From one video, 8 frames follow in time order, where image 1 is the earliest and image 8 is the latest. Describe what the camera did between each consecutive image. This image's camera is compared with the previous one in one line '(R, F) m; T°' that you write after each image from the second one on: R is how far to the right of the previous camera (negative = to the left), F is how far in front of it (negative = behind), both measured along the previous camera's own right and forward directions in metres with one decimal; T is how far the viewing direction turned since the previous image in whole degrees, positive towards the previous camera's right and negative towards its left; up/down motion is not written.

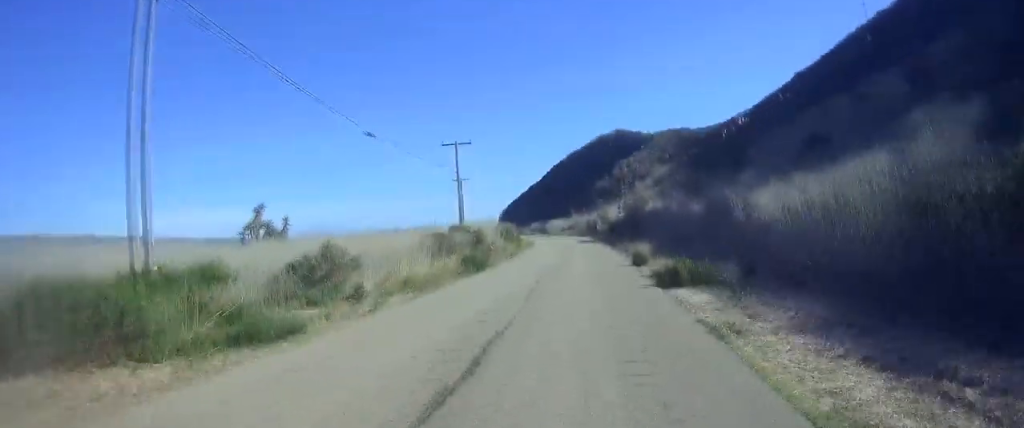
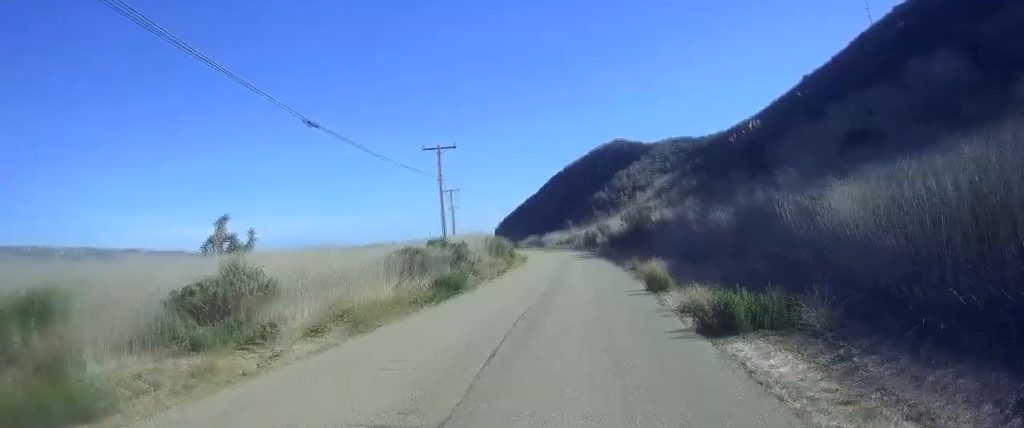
(0.0, +6.1) m; 0°
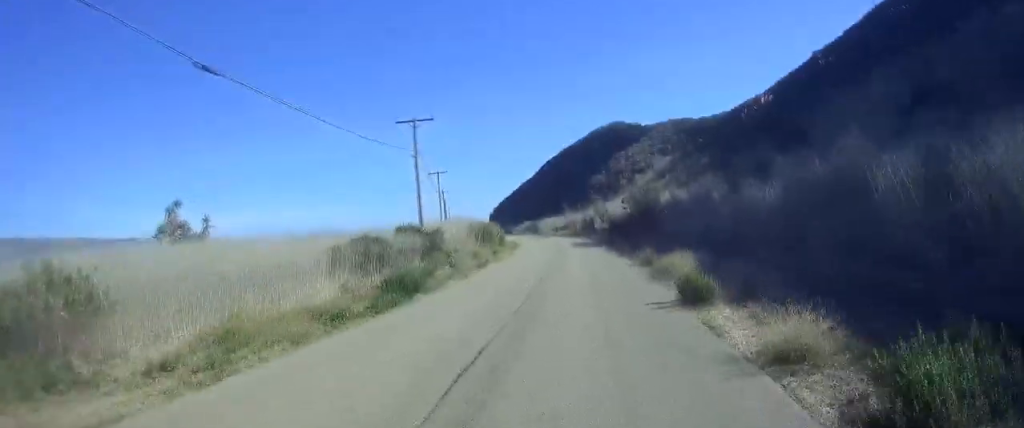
(0.0, +6.6) m; 0°
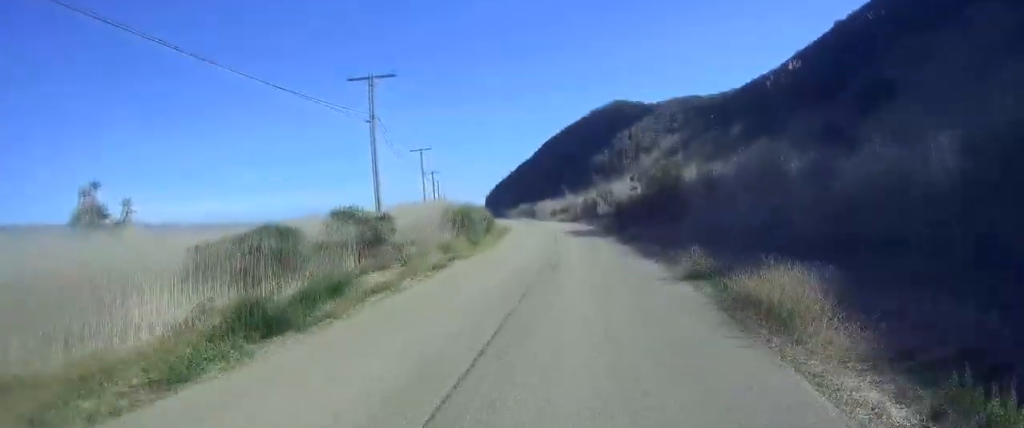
(0.0, +9.4) m; -2°
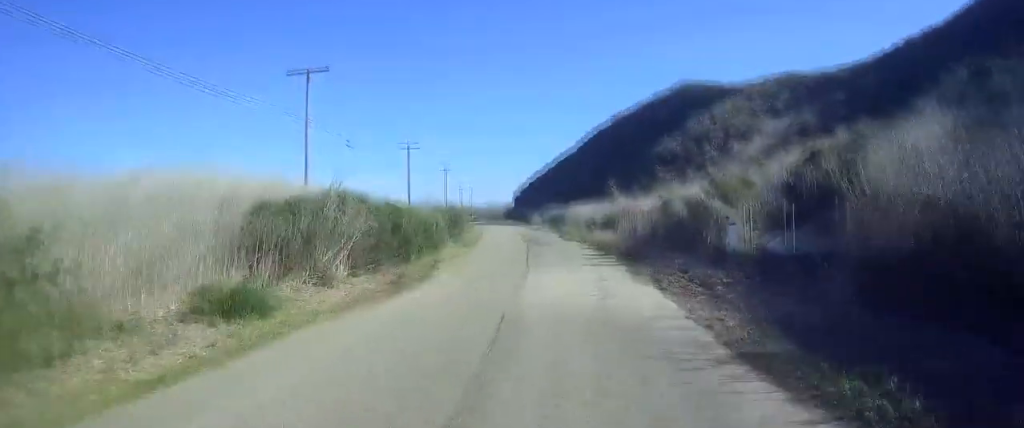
(-4.1, +43.0) m; -7°
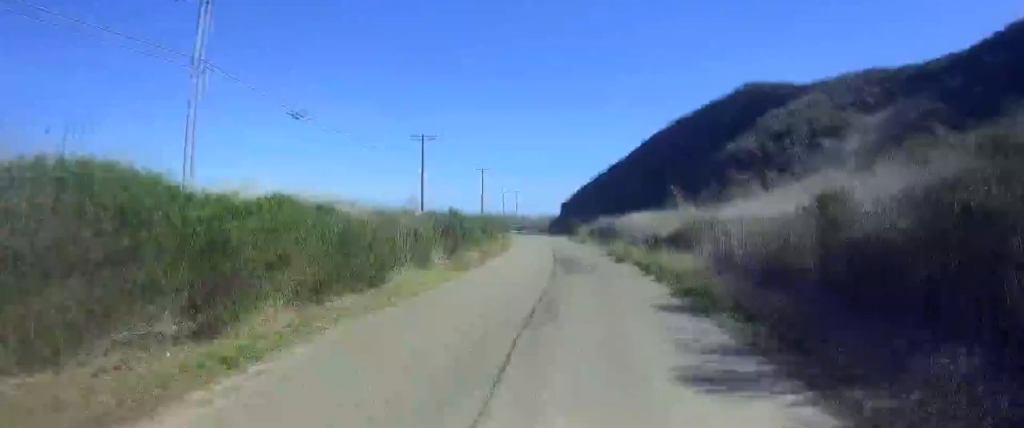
(0.0, +15.3) m; 0°
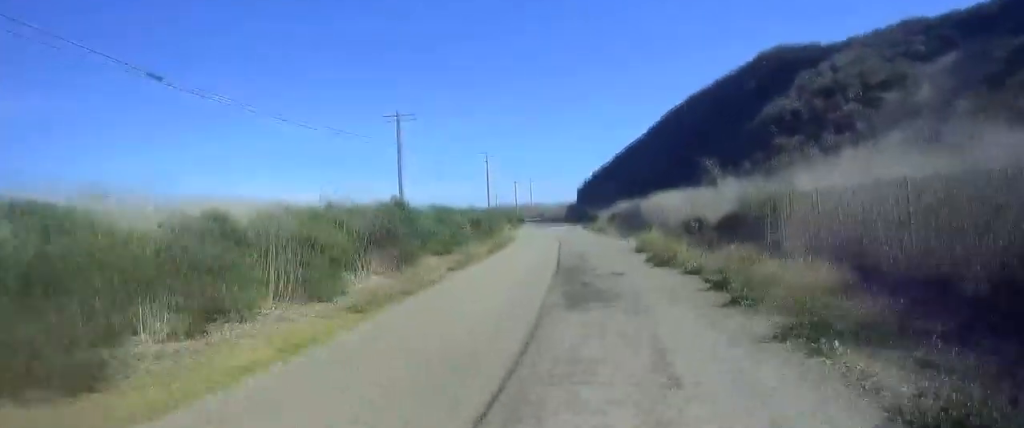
(0.0, +11.5) m; 0°
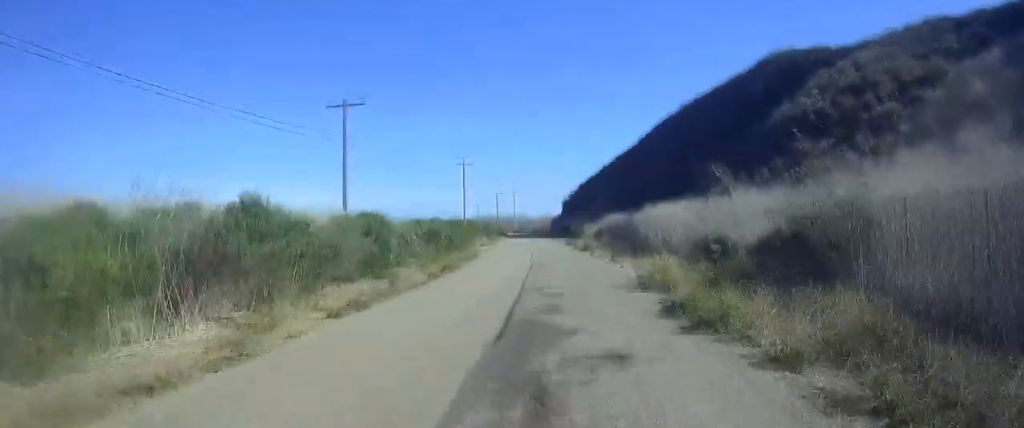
(0.0, +8.8) m; 0°
